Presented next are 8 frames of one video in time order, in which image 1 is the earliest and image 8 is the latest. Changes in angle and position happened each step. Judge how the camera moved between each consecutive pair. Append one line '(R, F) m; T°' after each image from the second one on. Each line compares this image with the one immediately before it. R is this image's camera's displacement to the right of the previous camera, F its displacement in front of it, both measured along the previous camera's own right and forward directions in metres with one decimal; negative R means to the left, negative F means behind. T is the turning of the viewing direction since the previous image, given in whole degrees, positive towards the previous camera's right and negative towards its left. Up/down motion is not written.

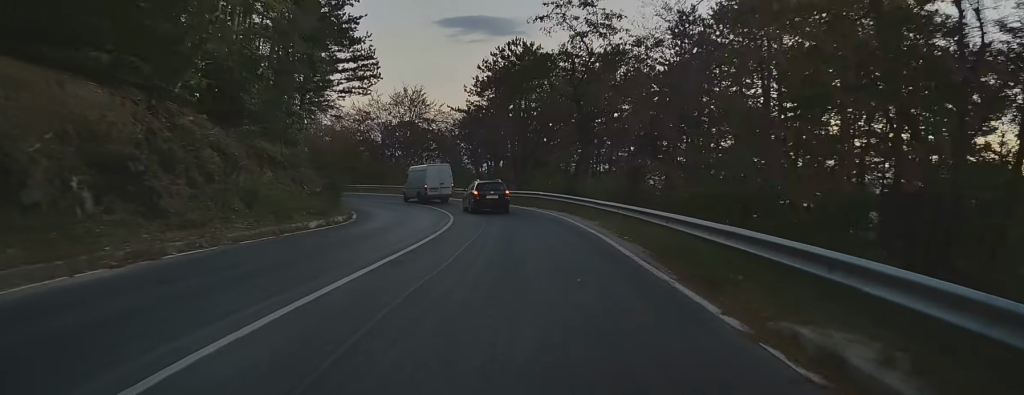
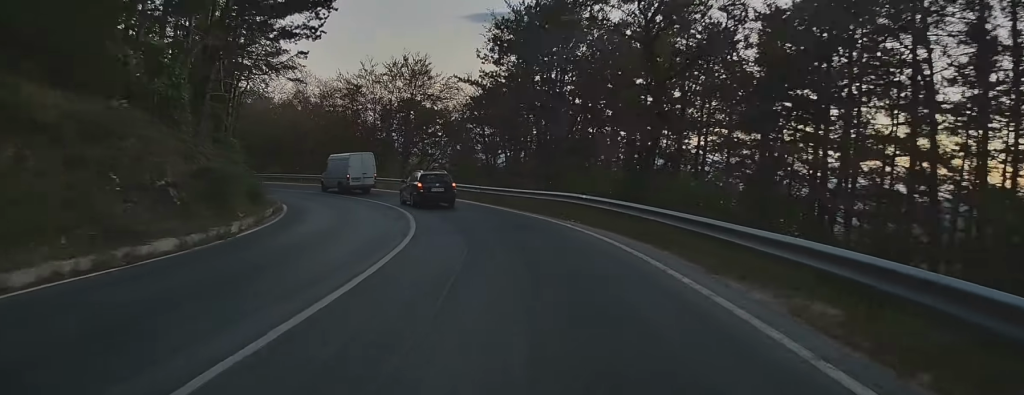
(-0.2, +15.8) m; -2°
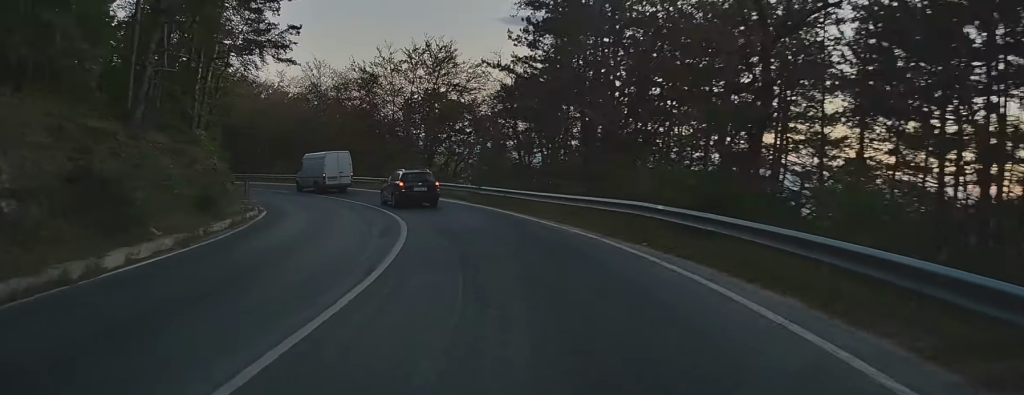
(-0.1, +7.1) m; -3°
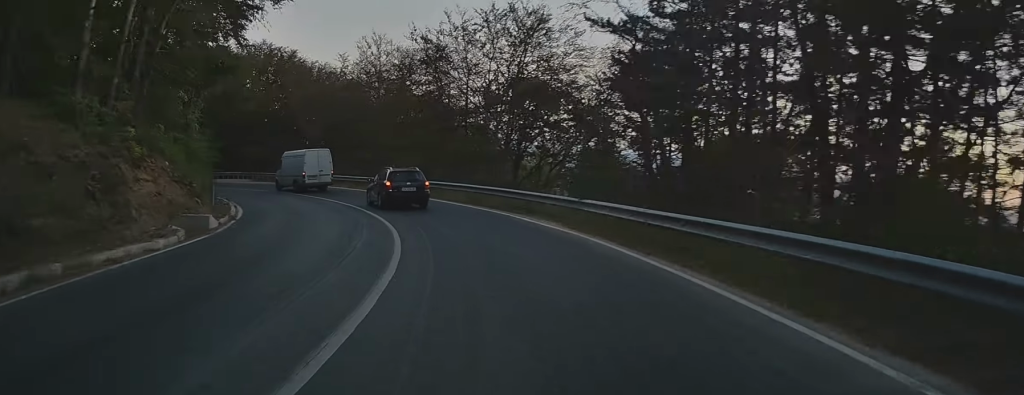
(-0.6, +12.5) m; -8°
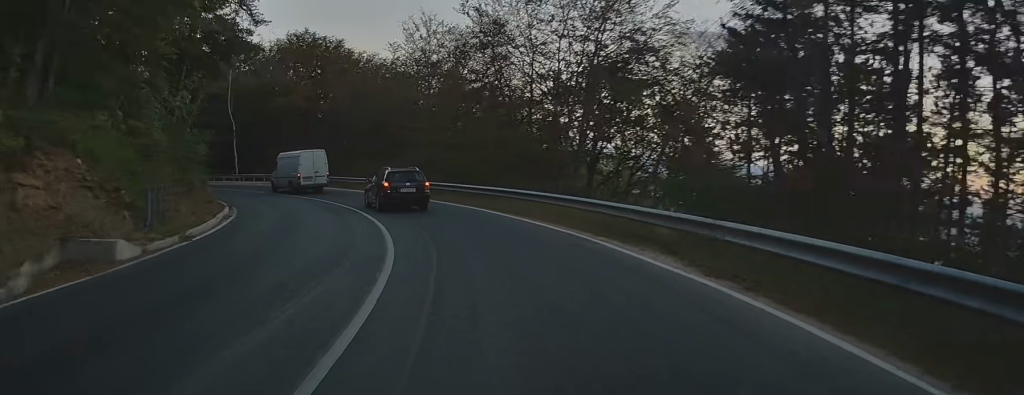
(-0.2, +7.3) m; -6°
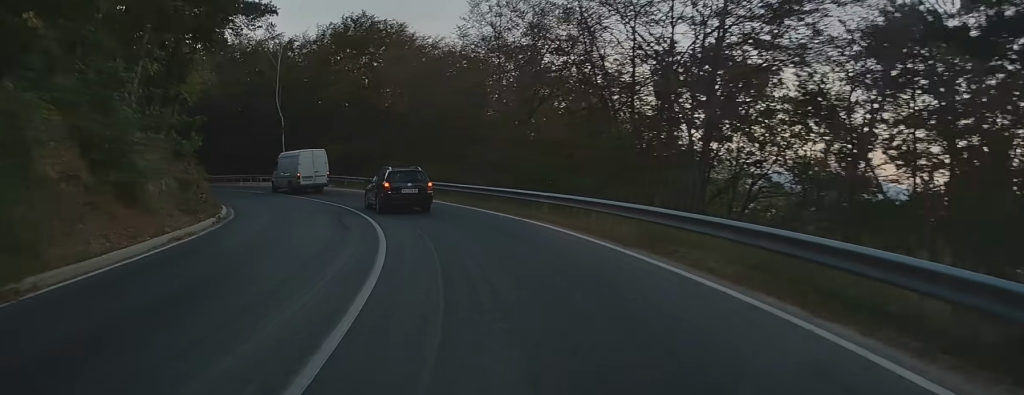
(-0.8, +7.9) m; -8°
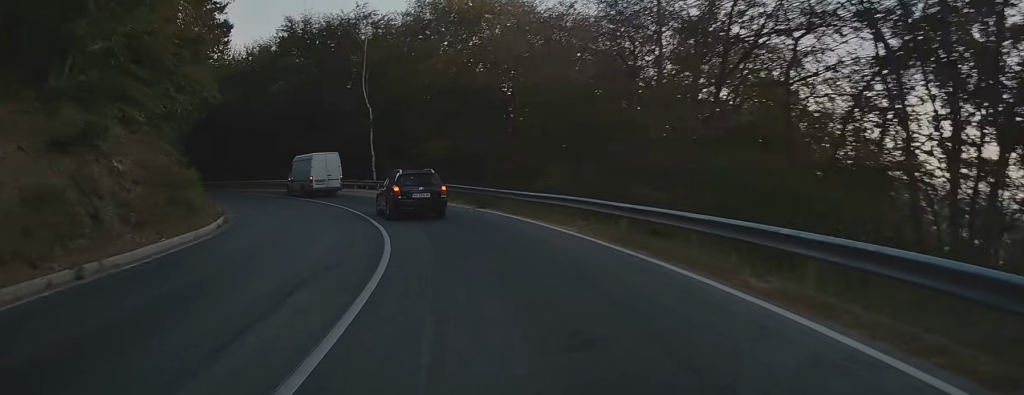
(-1.2, +11.8) m; -10°
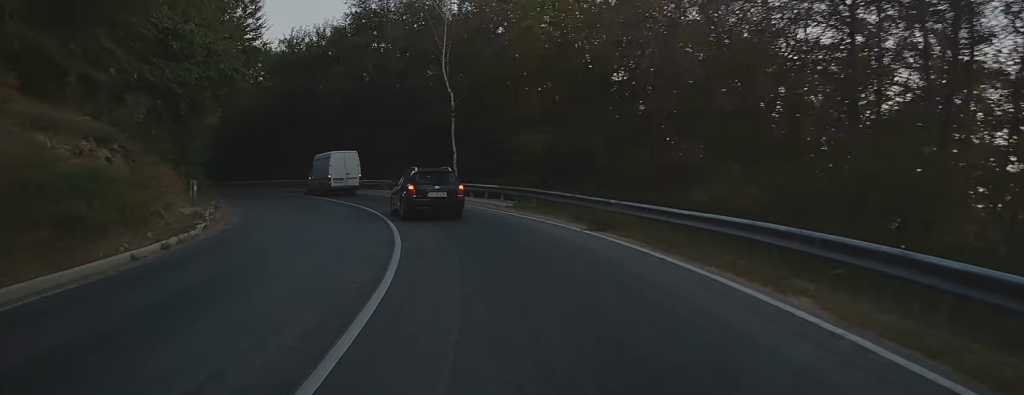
(-0.6, +9.3) m; -6°
